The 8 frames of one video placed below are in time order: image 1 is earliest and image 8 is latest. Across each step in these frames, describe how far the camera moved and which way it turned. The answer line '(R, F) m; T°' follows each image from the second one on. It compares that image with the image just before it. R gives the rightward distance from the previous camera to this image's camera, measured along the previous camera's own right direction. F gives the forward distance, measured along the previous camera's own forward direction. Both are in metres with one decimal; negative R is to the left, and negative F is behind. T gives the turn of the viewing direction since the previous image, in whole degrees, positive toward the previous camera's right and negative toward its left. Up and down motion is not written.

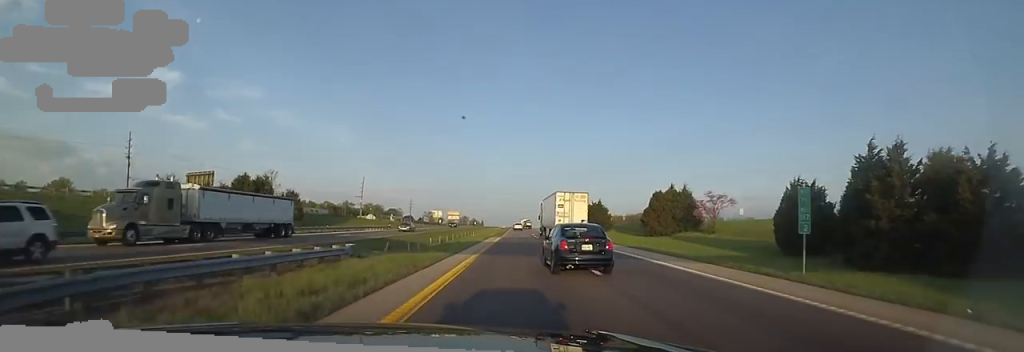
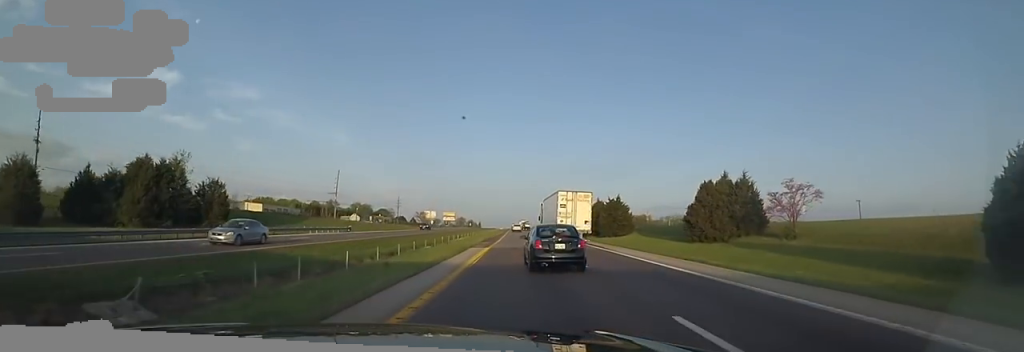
(+0.4, +22.2) m; 0°
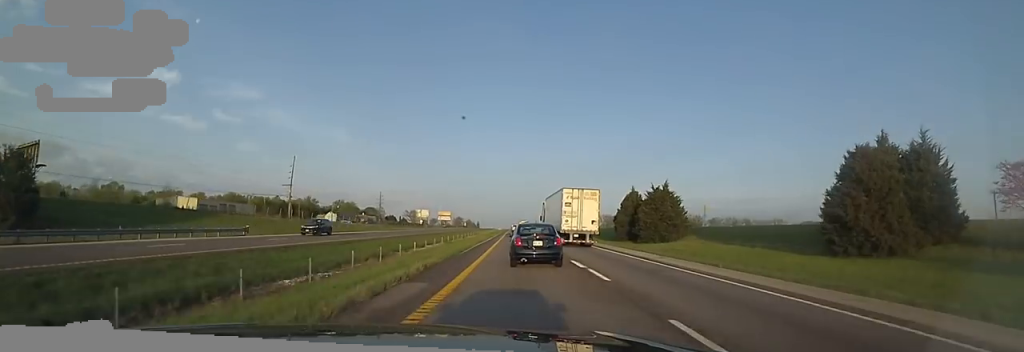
(0.0, +29.2) m; 0°
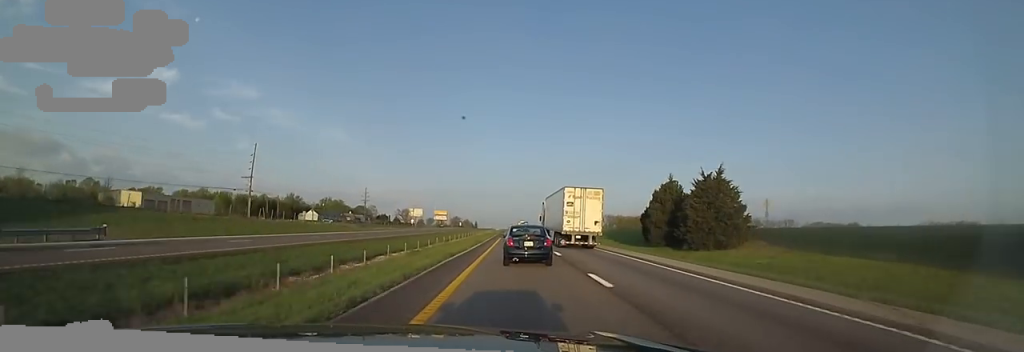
(0.0, +17.4) m; -1°
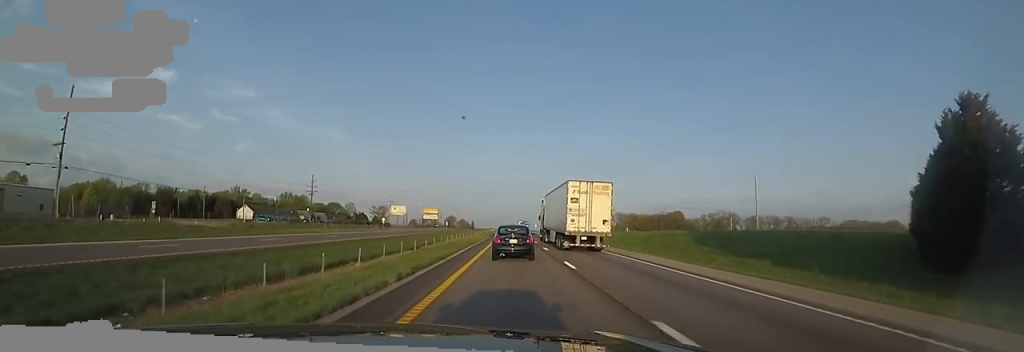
(-0.9, +44.7) m; -1°
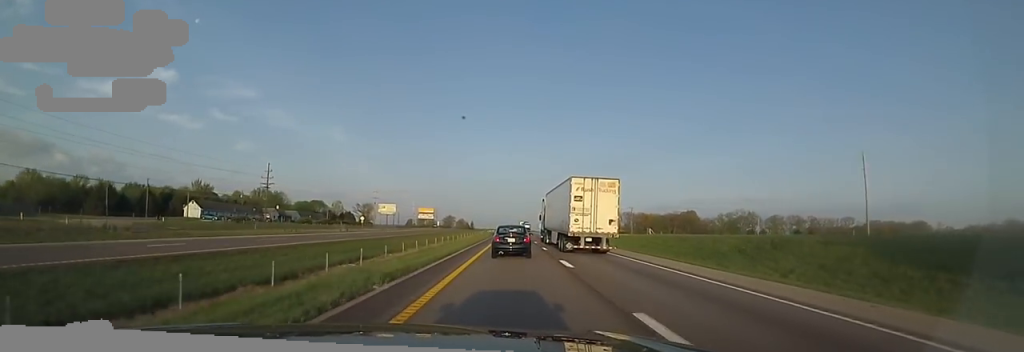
(-0.4, +23.7) m; +1°
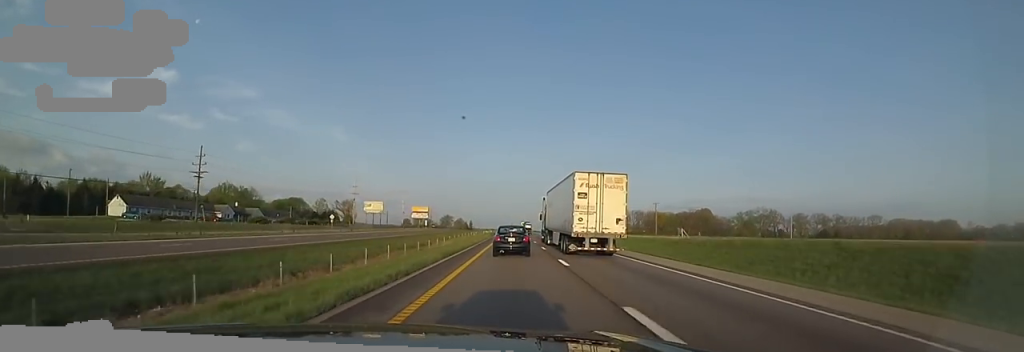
(+1.2, +23.1) m; +1°
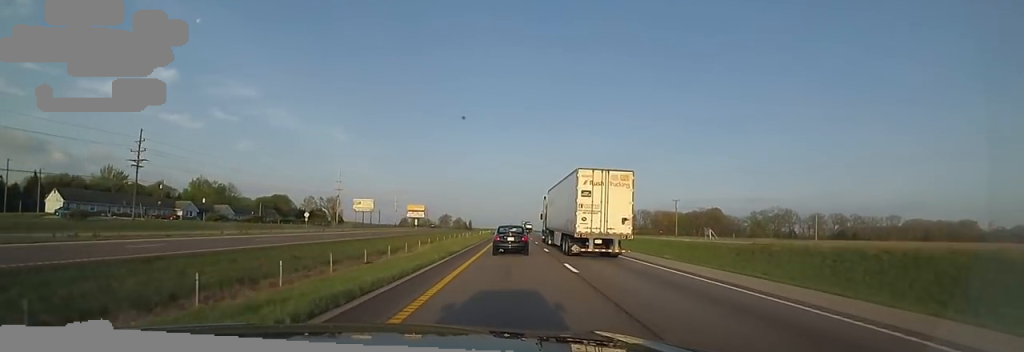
(0.0, +14.3) m; 0°
